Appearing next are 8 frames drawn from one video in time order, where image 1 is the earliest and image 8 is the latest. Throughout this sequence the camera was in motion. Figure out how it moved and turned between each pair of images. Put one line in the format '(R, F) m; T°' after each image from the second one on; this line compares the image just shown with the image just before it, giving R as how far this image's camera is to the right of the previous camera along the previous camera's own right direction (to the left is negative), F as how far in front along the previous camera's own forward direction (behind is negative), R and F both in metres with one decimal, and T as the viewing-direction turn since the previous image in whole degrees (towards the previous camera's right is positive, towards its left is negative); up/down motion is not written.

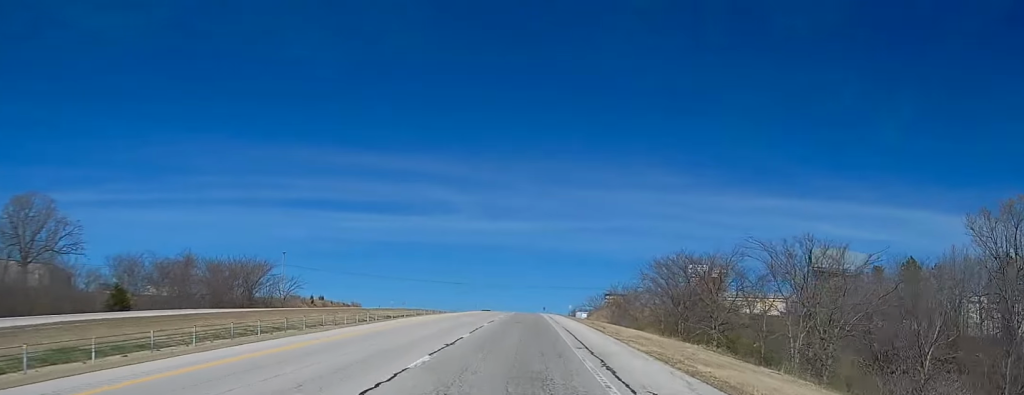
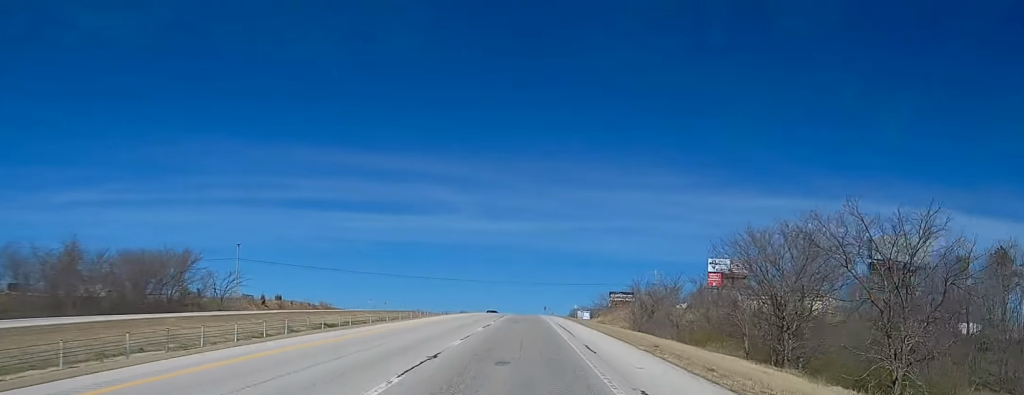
(0.0, +29.3) m; 0°
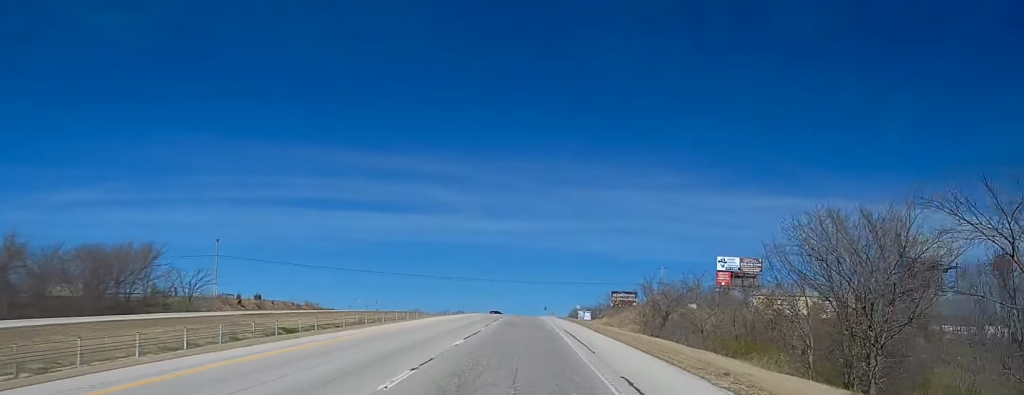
(-0.2, +10.9) m; 0°
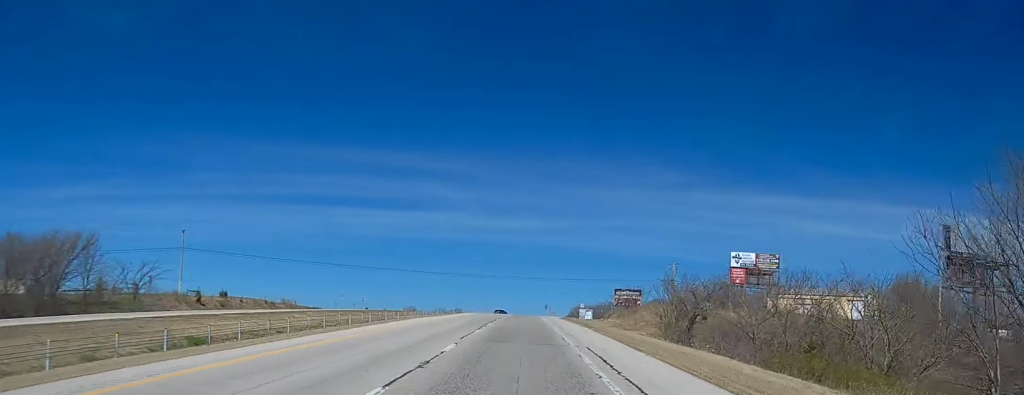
(+0.3, +15.2) m; 0°
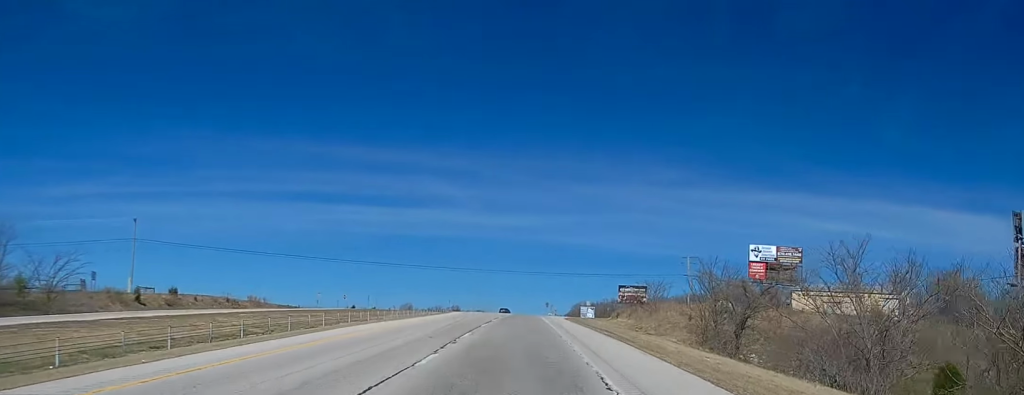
(+0.2, +17.4) m; 0°
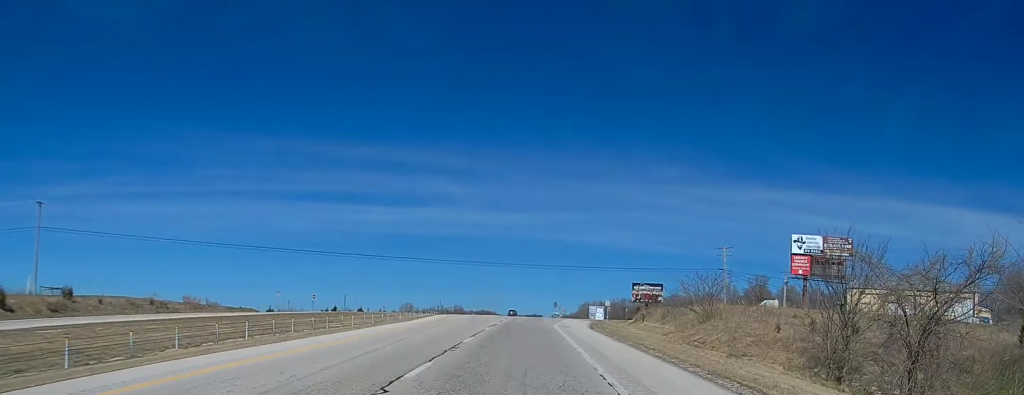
(-0.4, +26.6) m; -1°
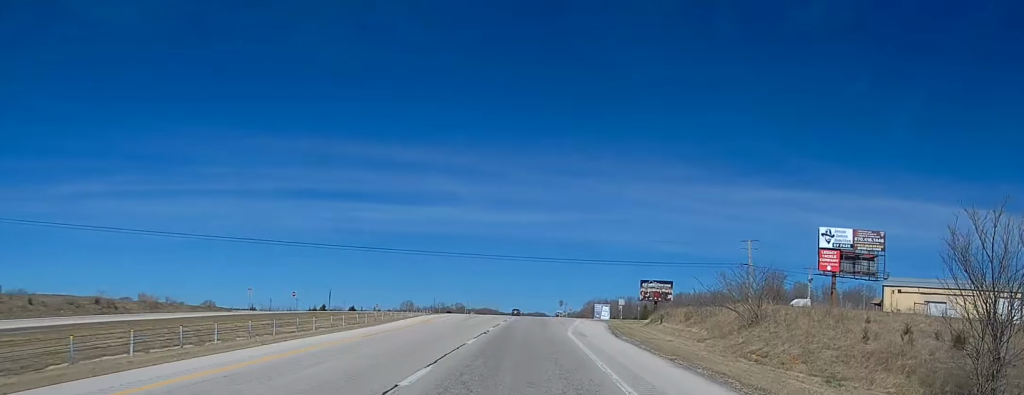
(0.0, +13.5) m; 0°
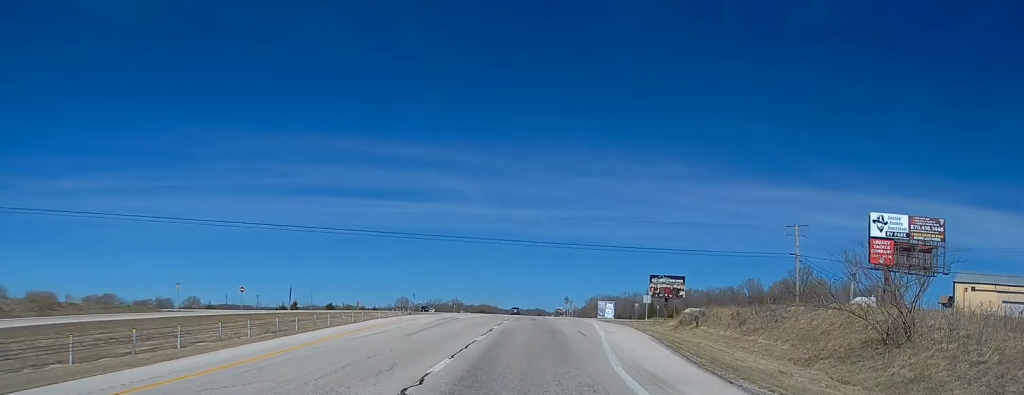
(-0.1, +22.2) m; +1°
